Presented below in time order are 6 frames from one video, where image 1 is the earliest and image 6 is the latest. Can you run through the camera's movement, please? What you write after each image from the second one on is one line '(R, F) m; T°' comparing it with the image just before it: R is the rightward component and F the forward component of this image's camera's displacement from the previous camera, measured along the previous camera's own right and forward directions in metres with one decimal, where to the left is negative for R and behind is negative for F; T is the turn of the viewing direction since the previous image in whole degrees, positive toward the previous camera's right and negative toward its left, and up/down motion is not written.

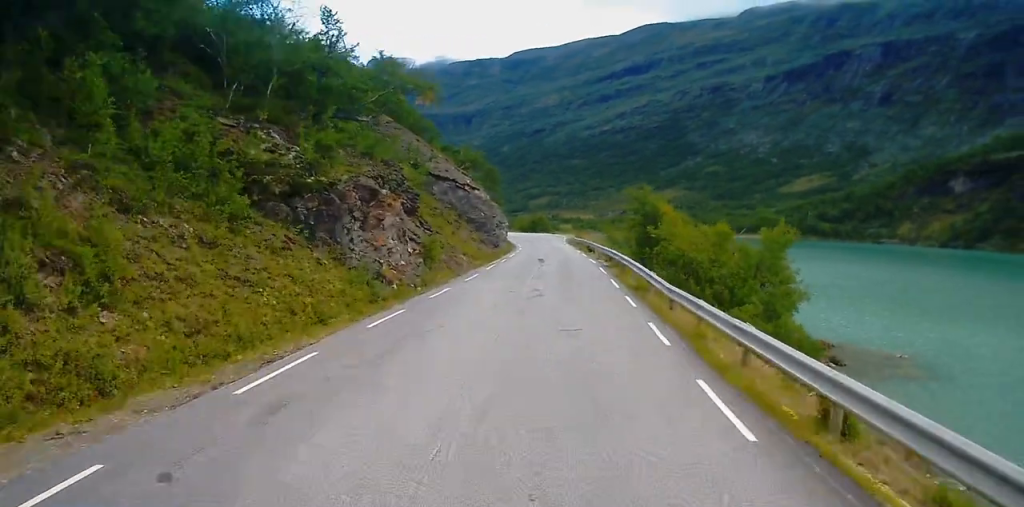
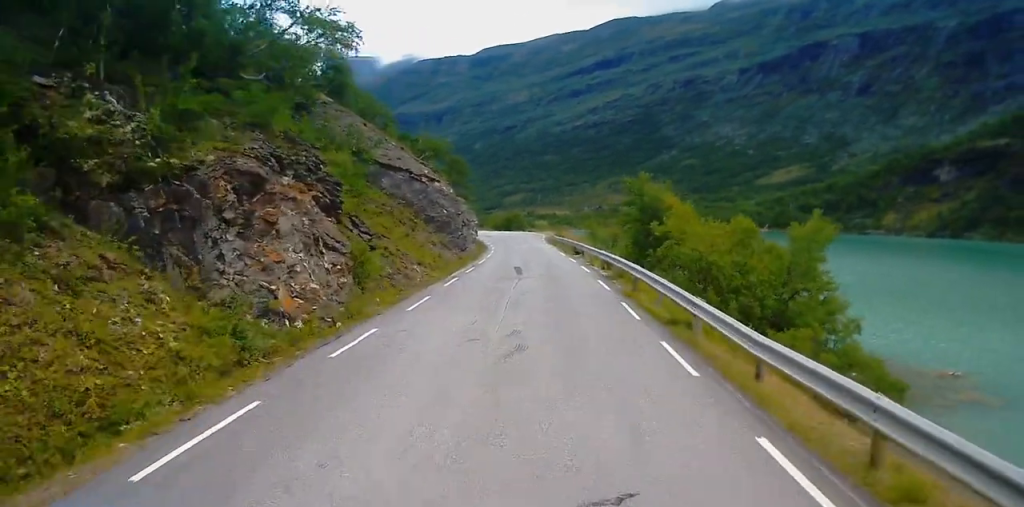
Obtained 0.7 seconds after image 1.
(+0.1, +9.1) m; +1°
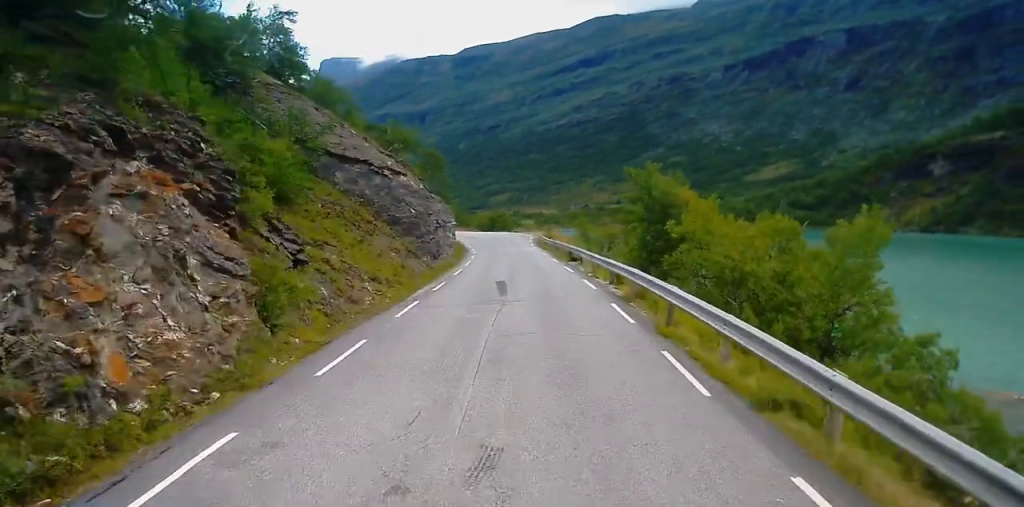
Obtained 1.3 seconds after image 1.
(-0.1, +7.3) m; +1°
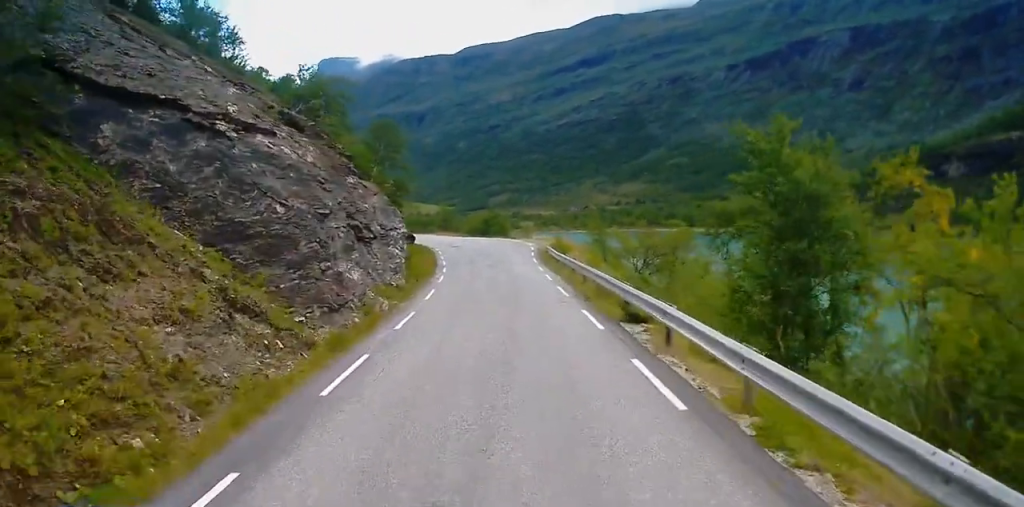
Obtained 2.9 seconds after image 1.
(+0.4, +19.0) m; +1°
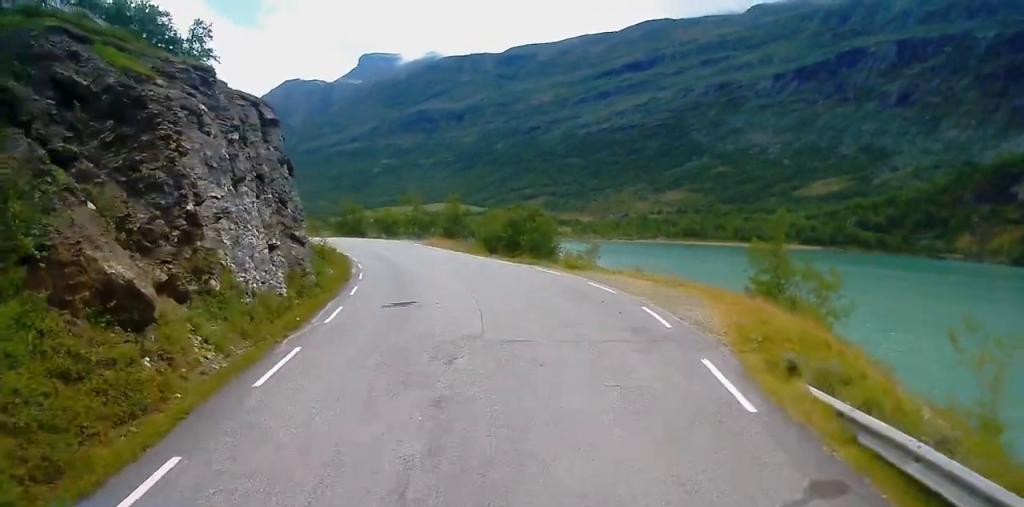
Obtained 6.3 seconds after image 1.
(-2.2, +41.8) m; -6°
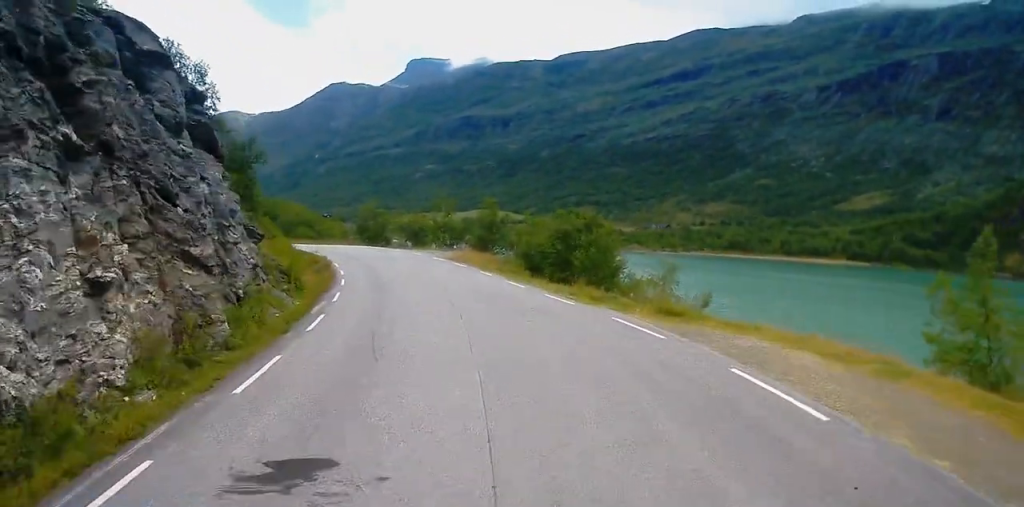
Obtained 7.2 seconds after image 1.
(-0.7, +12.0) m; -3°
